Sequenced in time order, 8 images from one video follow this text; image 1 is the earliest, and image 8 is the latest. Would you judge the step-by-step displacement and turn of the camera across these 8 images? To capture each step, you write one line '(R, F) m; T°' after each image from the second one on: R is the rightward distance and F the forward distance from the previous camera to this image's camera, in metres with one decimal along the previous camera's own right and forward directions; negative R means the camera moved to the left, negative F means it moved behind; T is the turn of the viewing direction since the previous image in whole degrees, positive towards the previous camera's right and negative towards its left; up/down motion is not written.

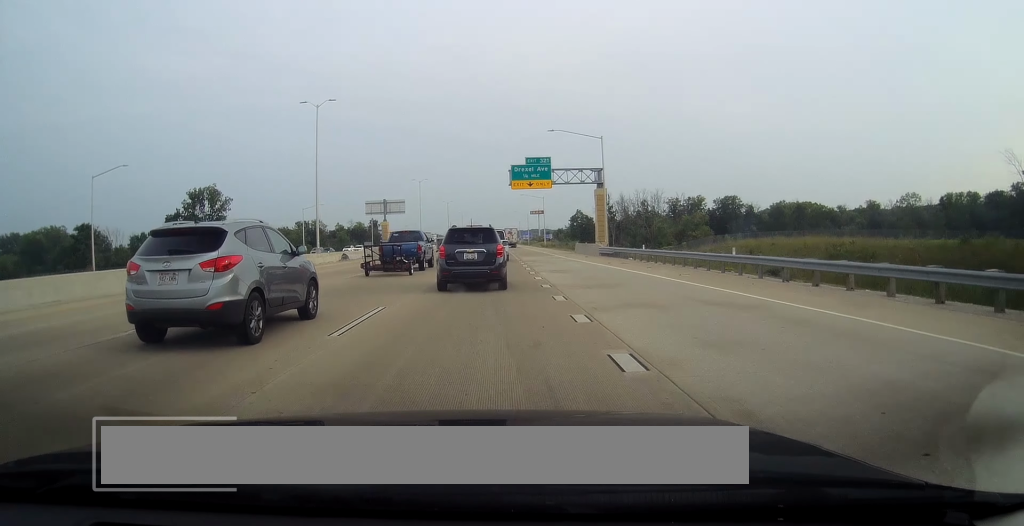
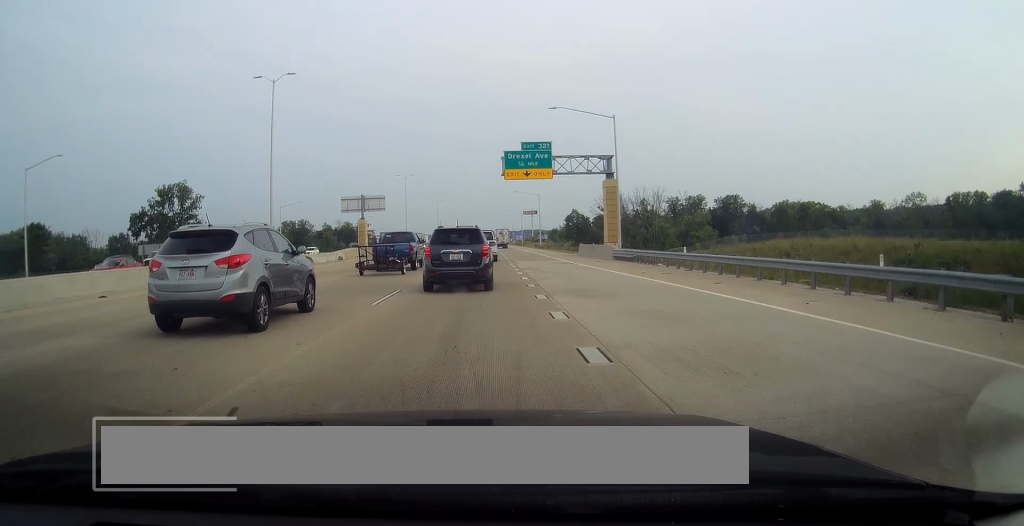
(+0.3, +10.4) m; +1°
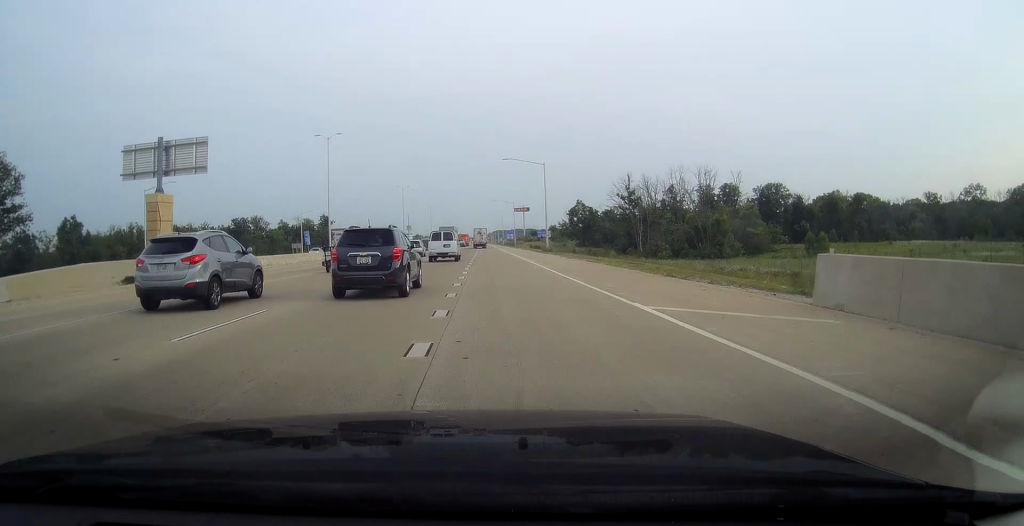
(+0.7, +49.6) m; +1°
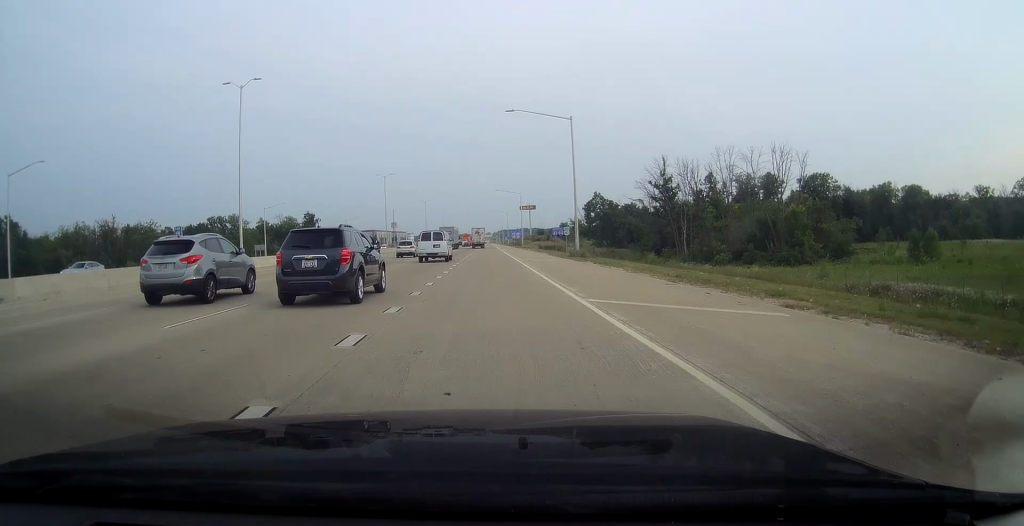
(0.0, +28.5) m; 0°
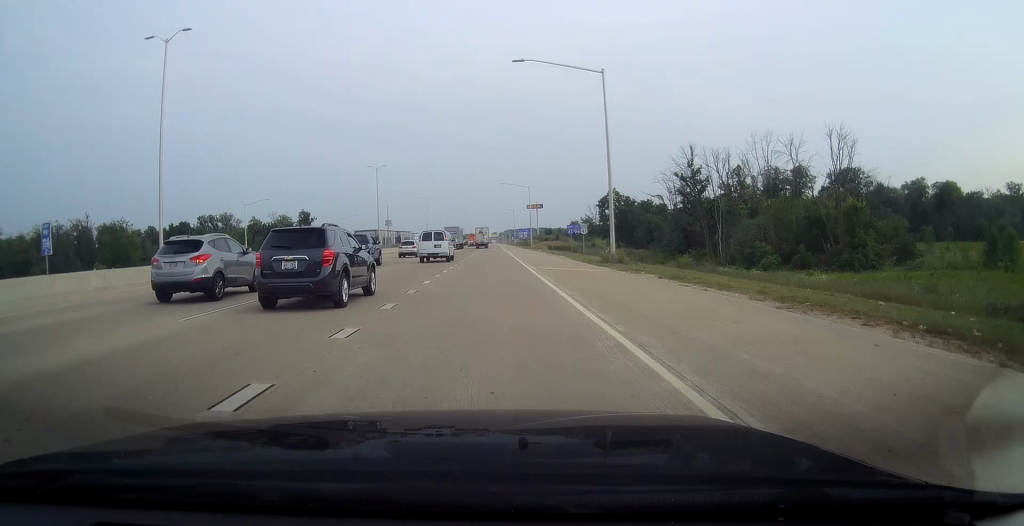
(0.0, +13.8) m; 0°
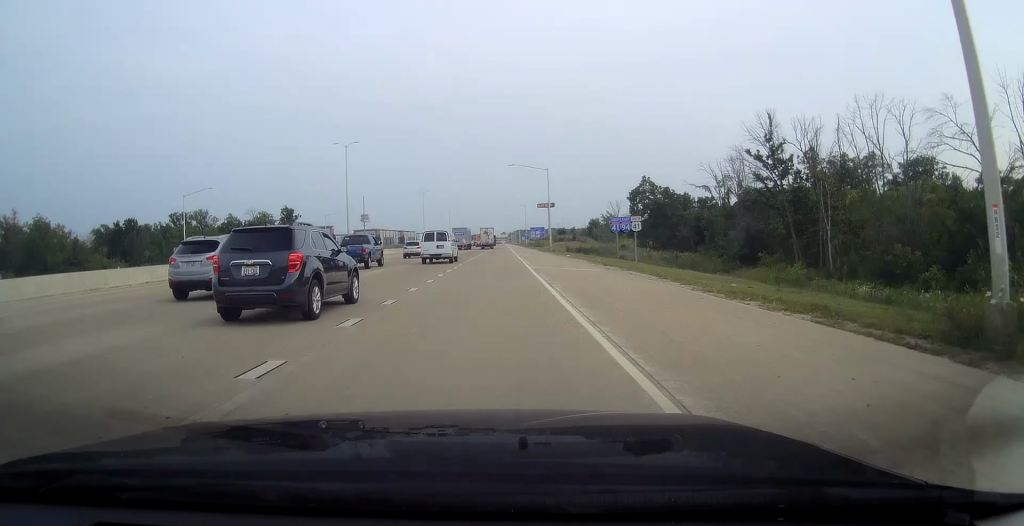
(0.0, +28.2) m; 0°
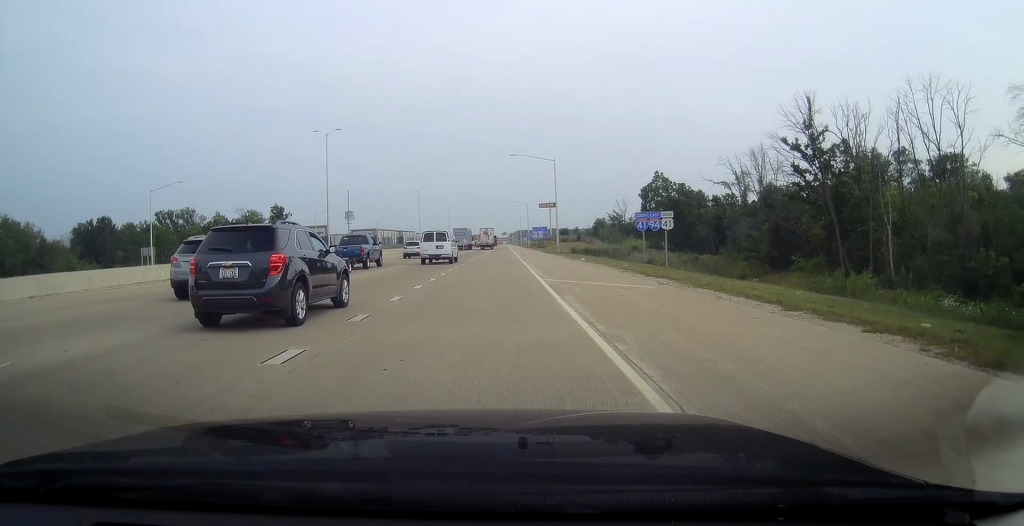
(0.0, +10.1) m; 0°
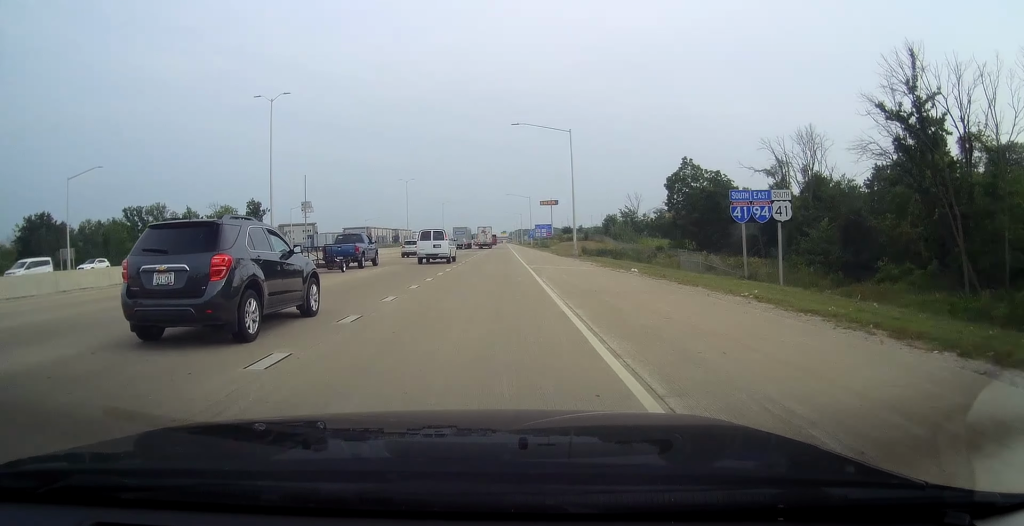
(0.0, +18.9) m; -1°
